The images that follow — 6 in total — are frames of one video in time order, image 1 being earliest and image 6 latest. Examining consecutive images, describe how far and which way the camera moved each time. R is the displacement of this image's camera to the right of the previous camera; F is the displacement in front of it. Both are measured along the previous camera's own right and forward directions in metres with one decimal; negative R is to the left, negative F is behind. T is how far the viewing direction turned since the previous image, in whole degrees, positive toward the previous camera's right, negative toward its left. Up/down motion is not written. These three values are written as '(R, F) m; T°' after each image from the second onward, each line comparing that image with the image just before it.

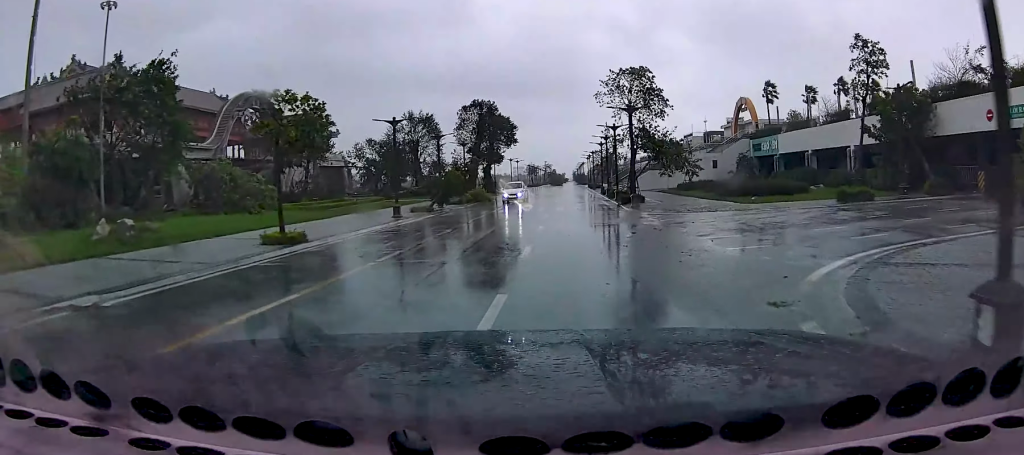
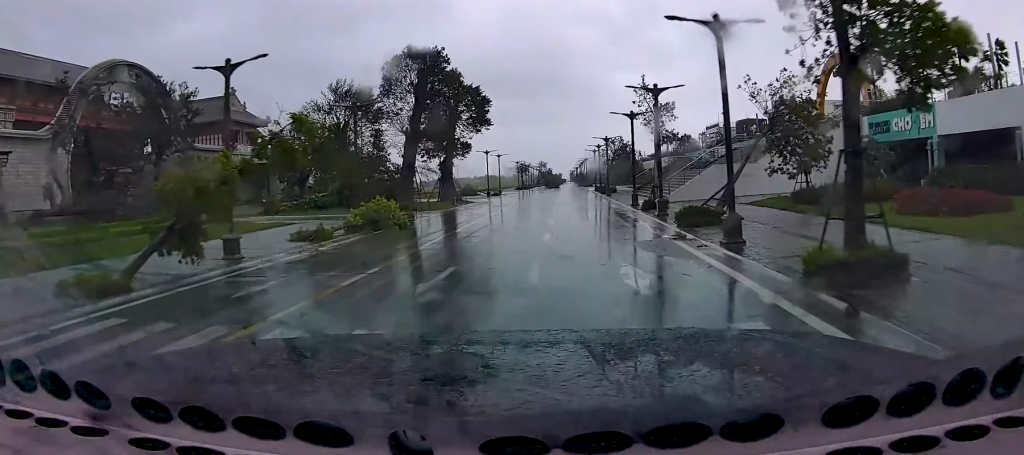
(+1.9, +27.0) m; +4°
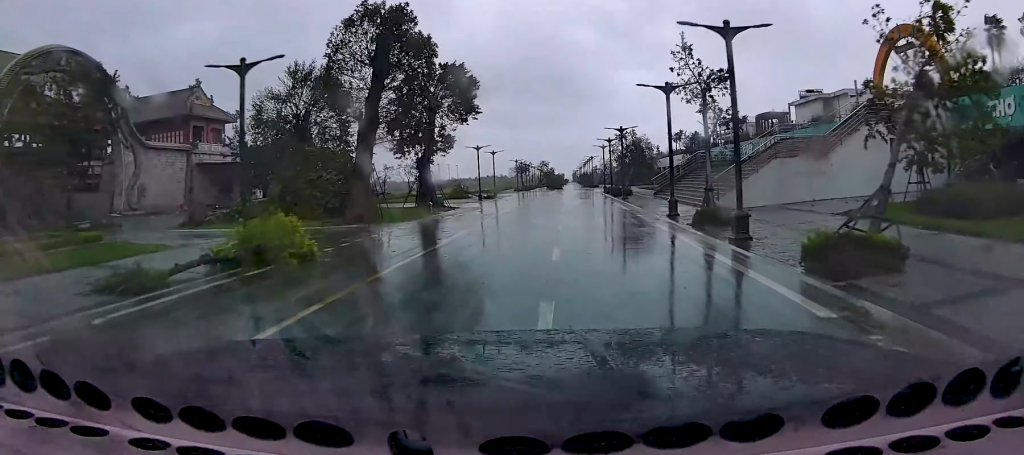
(-0.4, +9.6) m; +1°
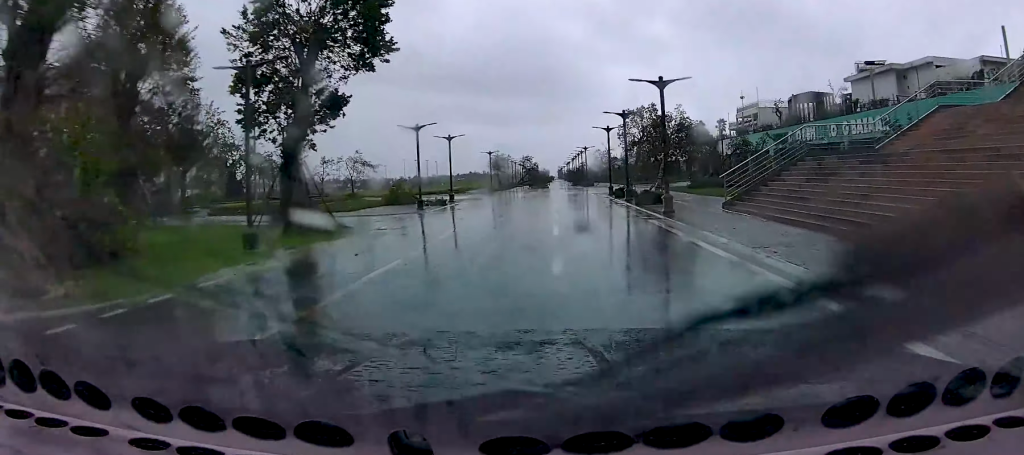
(+0.3, +19.7) m; -2°
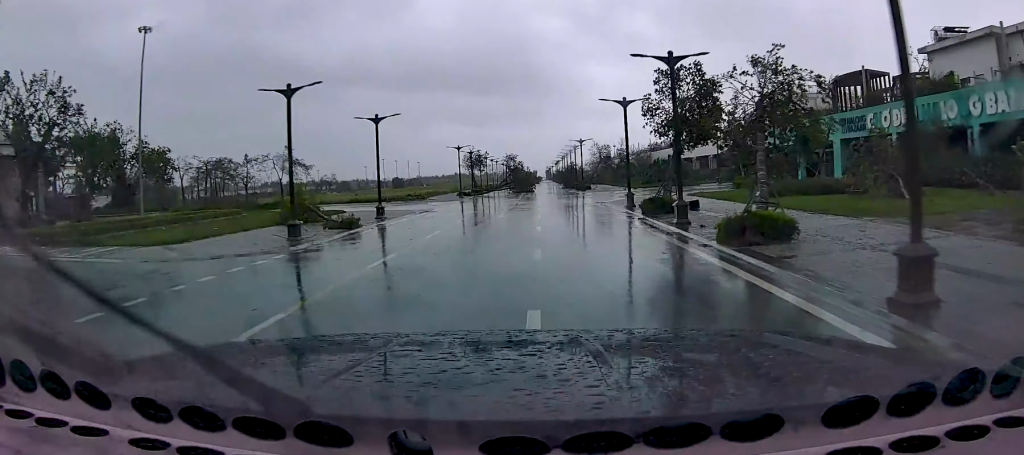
(+0.2, +16.7) m; +4°
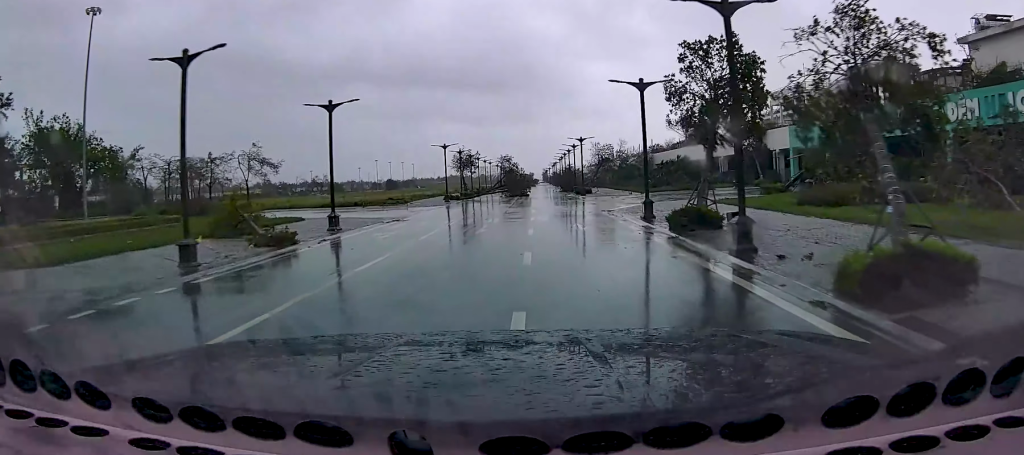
(+0.3, +6.2) m; +2°
